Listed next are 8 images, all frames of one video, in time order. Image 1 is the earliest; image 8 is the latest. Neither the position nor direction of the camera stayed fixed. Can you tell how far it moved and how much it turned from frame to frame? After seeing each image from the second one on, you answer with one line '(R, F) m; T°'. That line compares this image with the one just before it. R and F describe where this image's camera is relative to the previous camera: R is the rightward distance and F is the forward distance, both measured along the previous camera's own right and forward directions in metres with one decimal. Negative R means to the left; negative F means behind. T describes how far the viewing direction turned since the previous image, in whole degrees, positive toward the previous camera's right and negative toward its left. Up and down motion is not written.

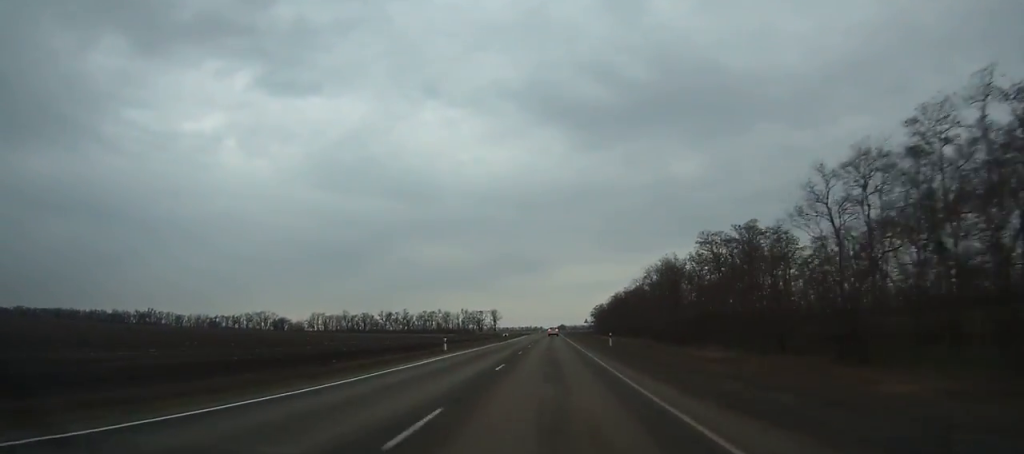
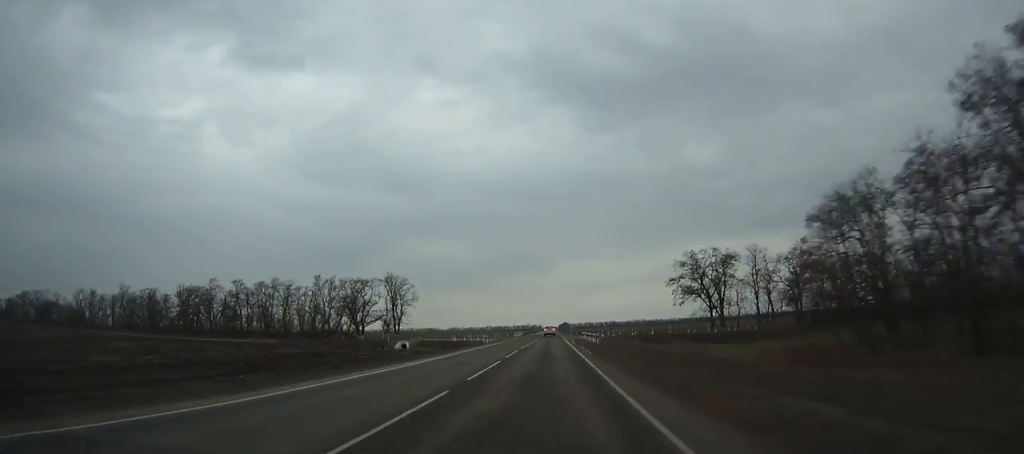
(-0.4, +198.1) m; -1°
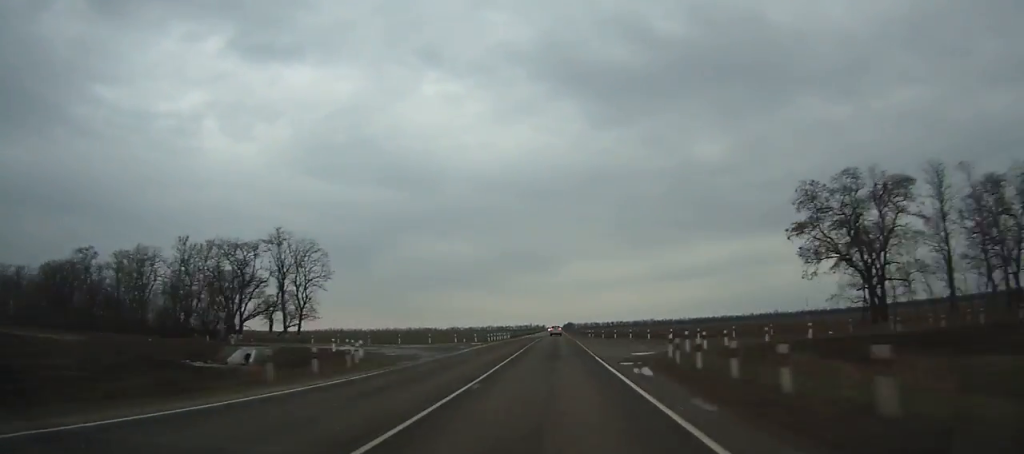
(-0.1, +50.1) m; 0°
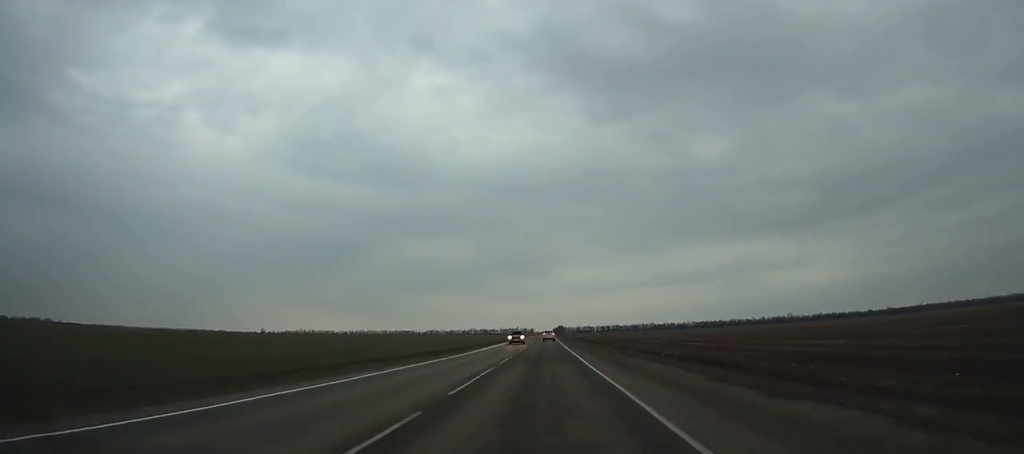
(+0.4, +100.2) m; 0°
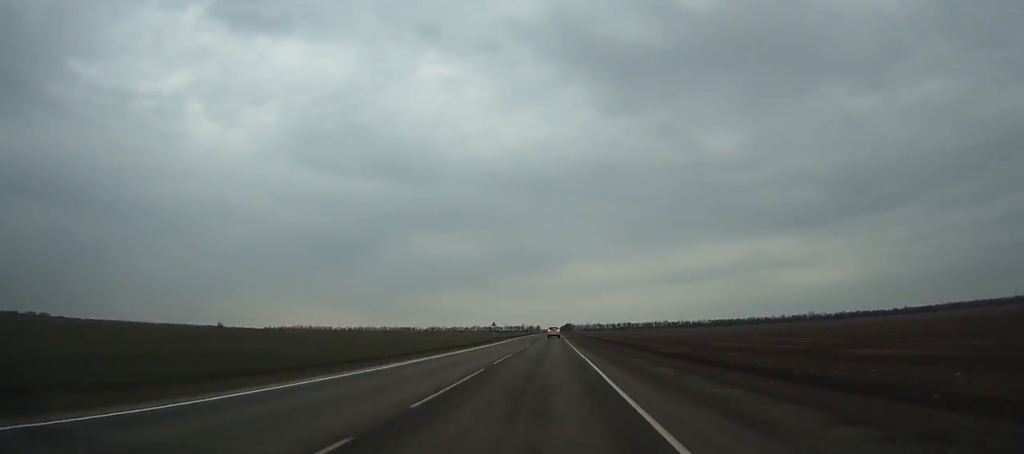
(+0.1, +49.9) m; 0°
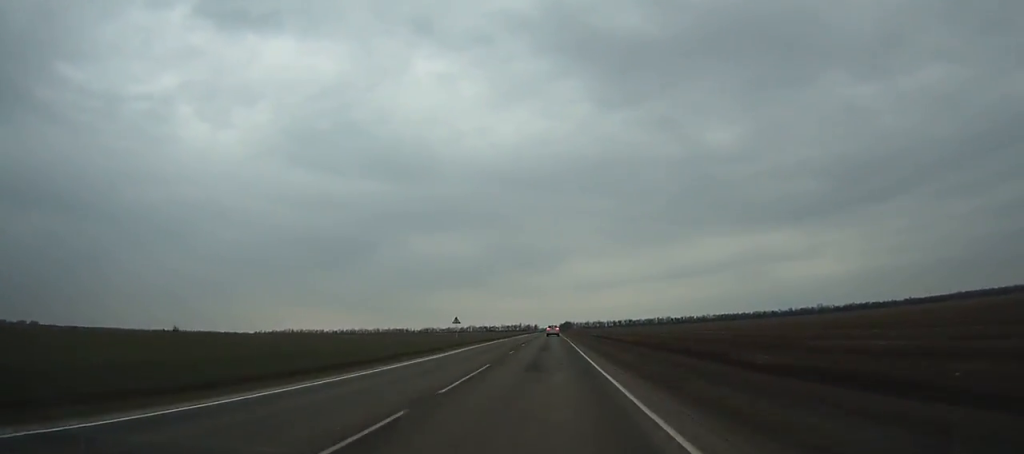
(-0.1, +33.2) m; 0°
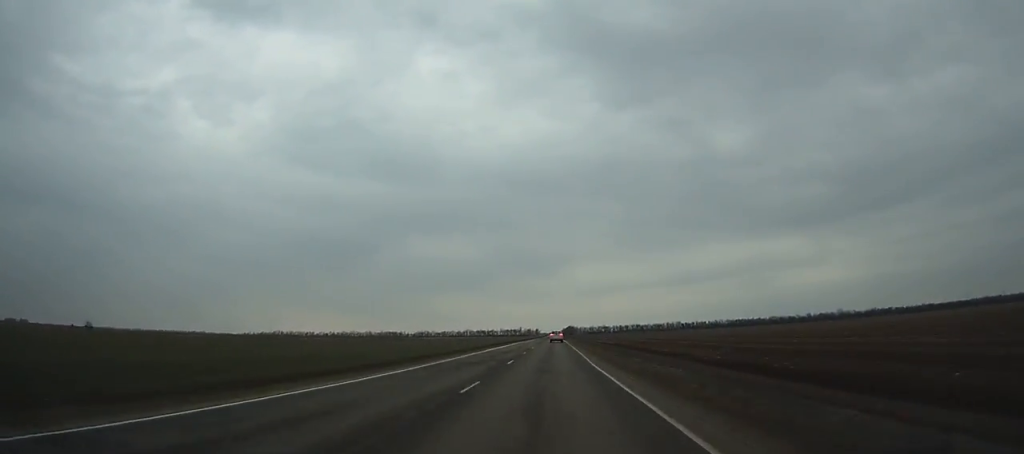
(-0.1, +52.4) m; 0°
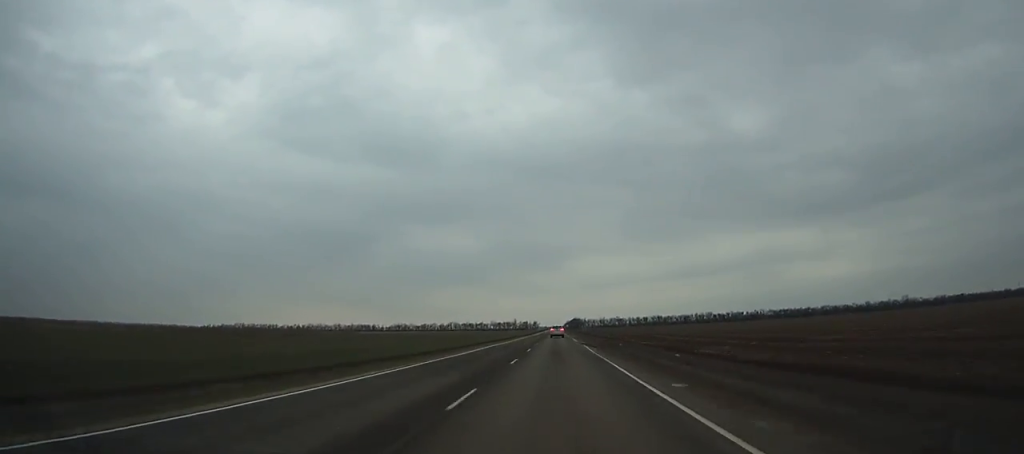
(-0.3, +145.9) m; 0°
